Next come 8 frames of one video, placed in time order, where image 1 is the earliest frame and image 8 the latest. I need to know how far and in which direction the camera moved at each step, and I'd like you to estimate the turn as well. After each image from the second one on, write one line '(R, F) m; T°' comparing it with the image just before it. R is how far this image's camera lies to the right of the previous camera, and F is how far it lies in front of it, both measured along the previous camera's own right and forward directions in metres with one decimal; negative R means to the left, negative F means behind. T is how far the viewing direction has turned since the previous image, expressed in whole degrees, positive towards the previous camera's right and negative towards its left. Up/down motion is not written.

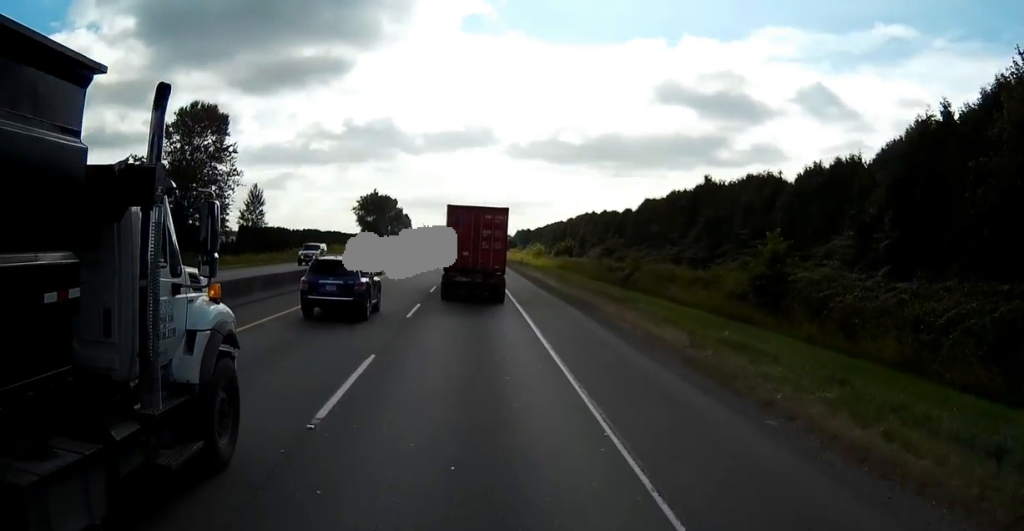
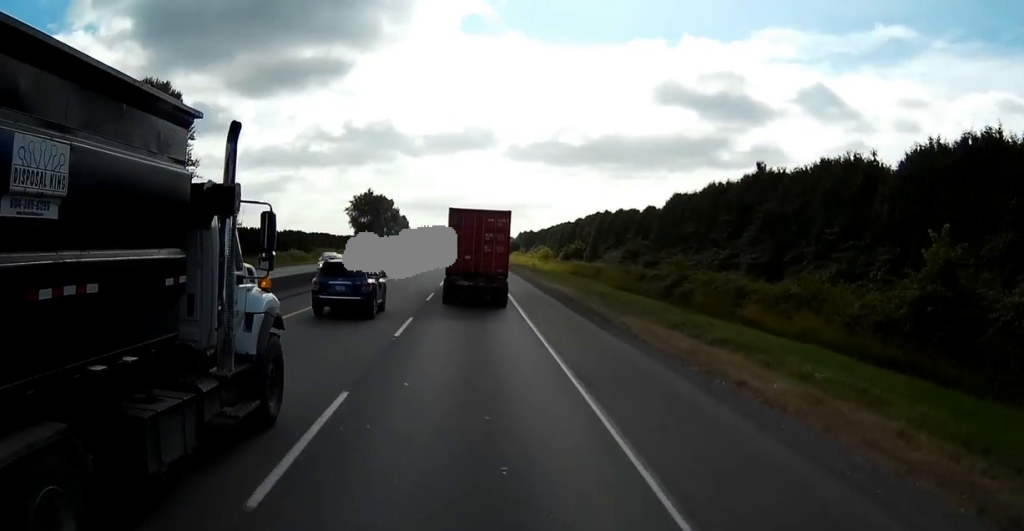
(0.0, +16.8) m; 0°
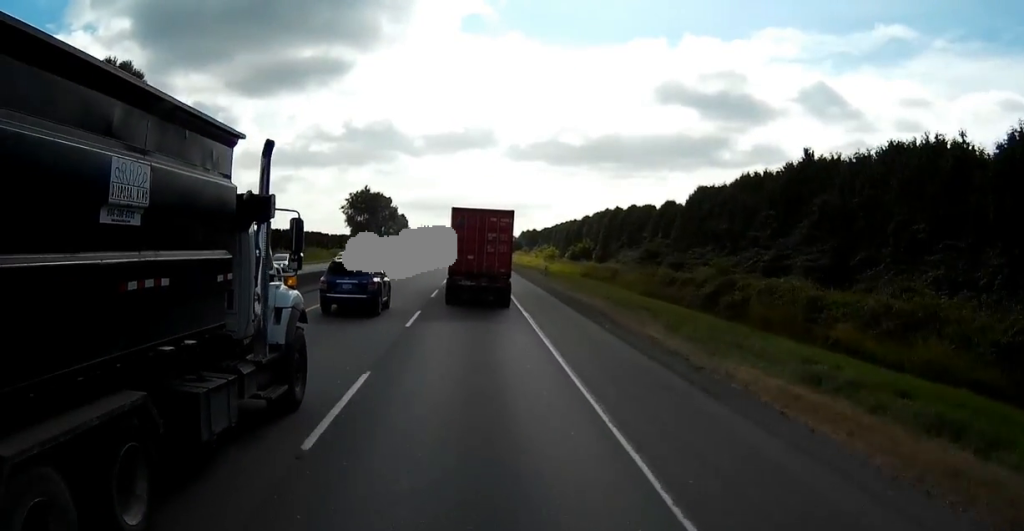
(0.0, +11.3) m; 0°
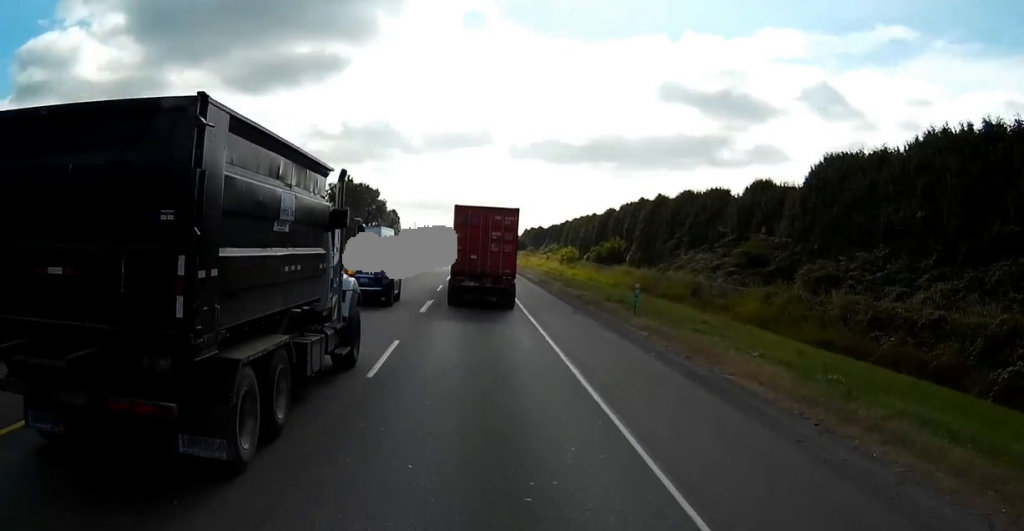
(0.0, +35.2) m; 0°
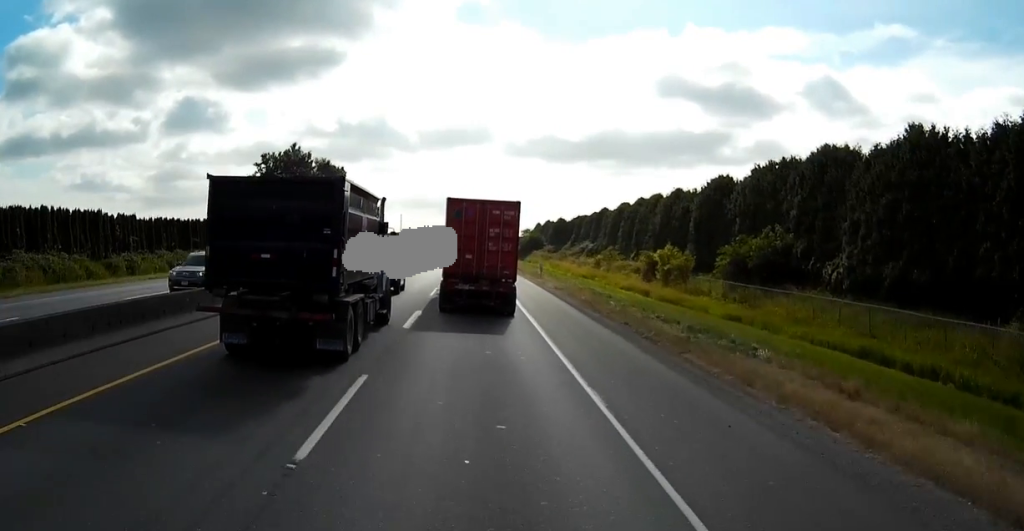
(-0.4, +70.6) m; -1°
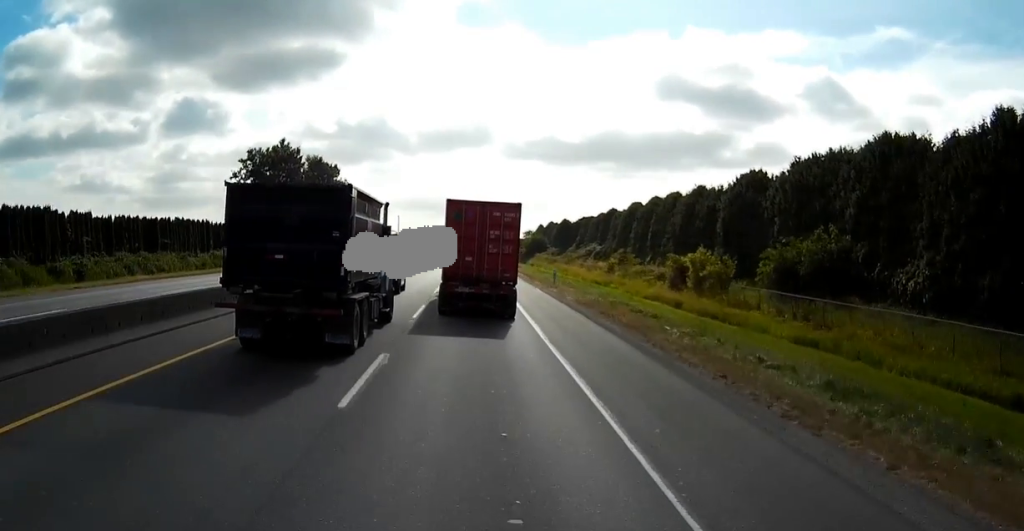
(+0.1, +10.1) m; 0°
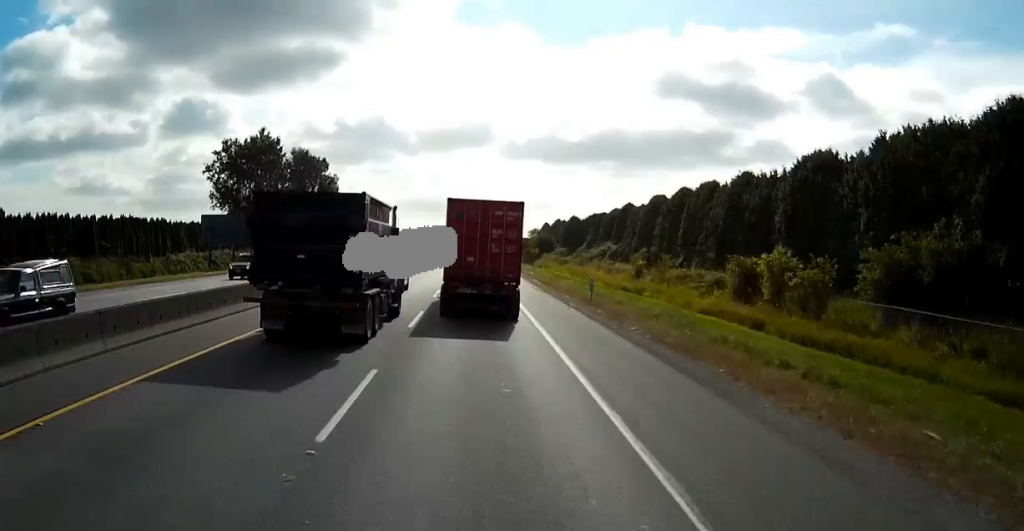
(0.0, +15.5) m; 0°
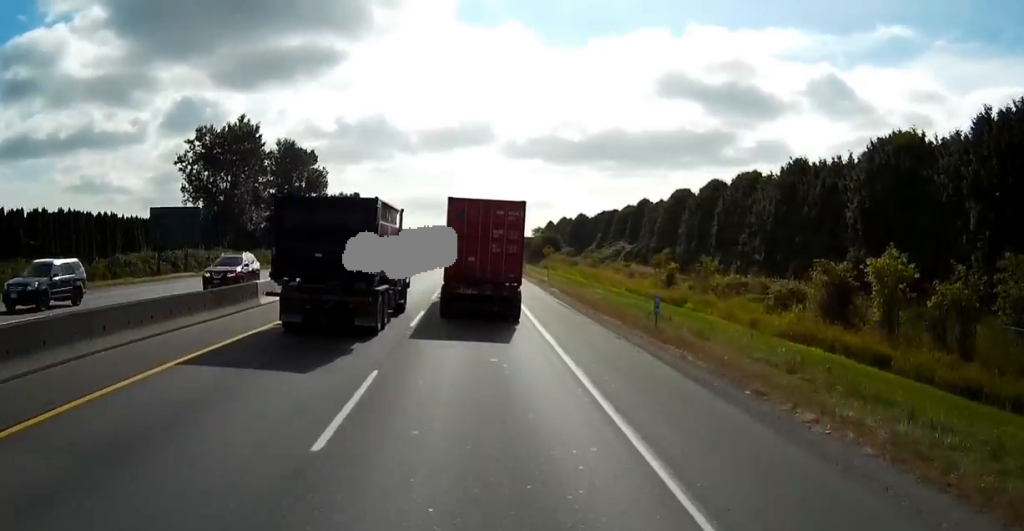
(0.0, +12.7) m; 0°
